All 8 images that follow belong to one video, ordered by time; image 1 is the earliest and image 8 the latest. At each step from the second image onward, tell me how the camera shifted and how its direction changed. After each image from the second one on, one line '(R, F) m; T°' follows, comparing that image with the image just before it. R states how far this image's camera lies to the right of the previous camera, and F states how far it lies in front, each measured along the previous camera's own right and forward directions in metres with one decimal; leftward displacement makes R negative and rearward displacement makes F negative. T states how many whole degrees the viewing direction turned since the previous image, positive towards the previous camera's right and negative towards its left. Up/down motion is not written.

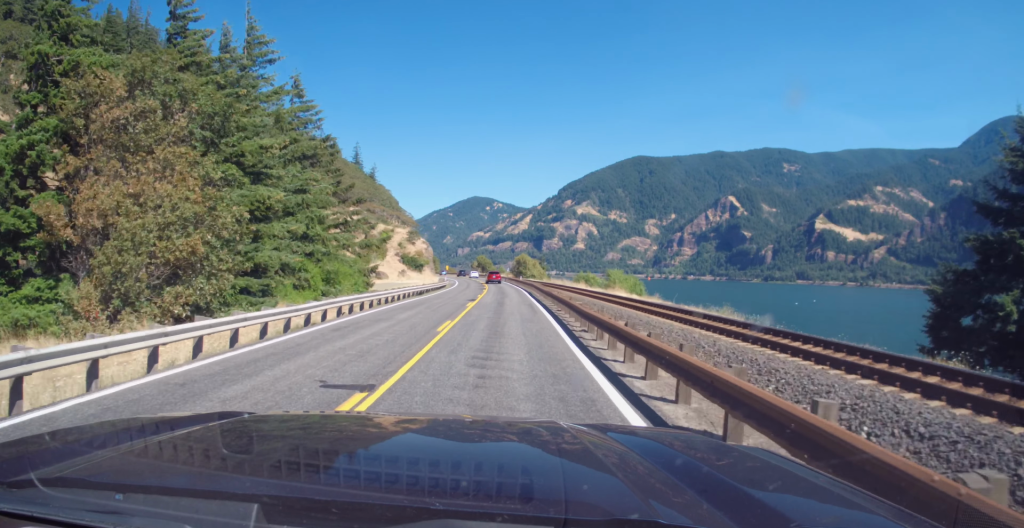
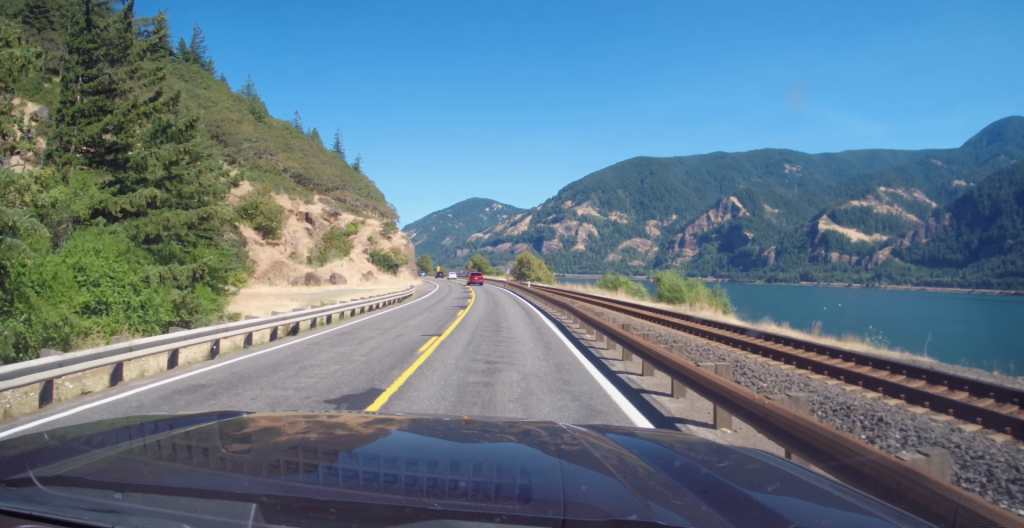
(0.0, +27.5) m; 0°
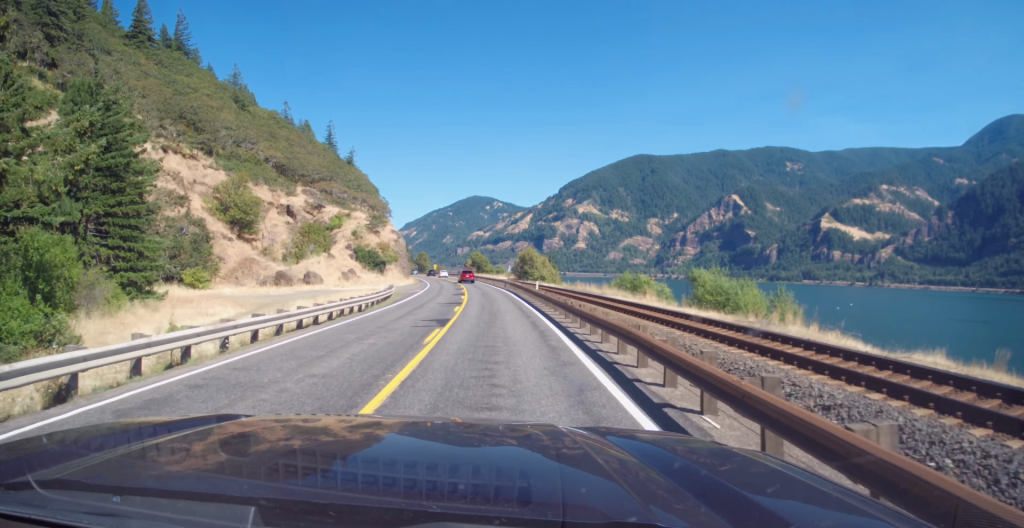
(0.0, +11.3) m; 0°
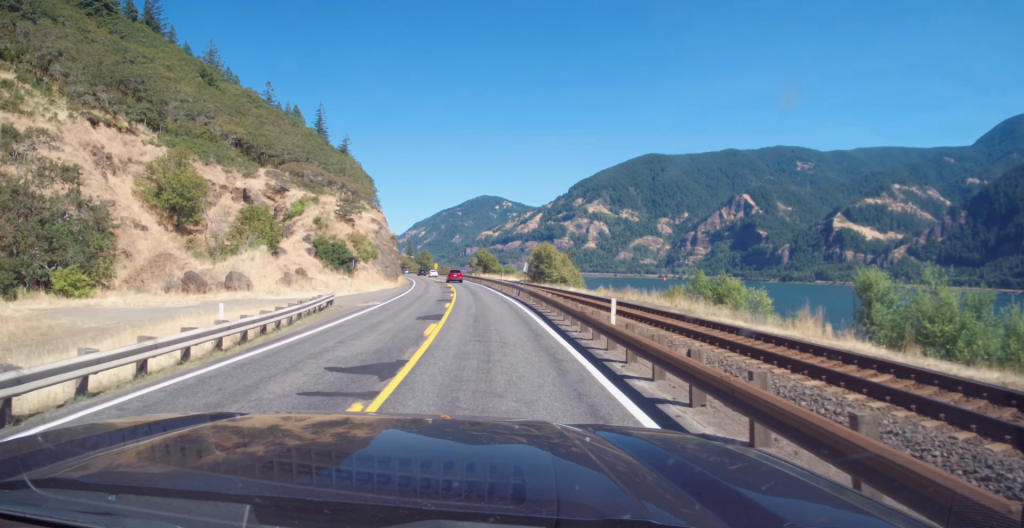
(-0.1, +22.6) m; -1°
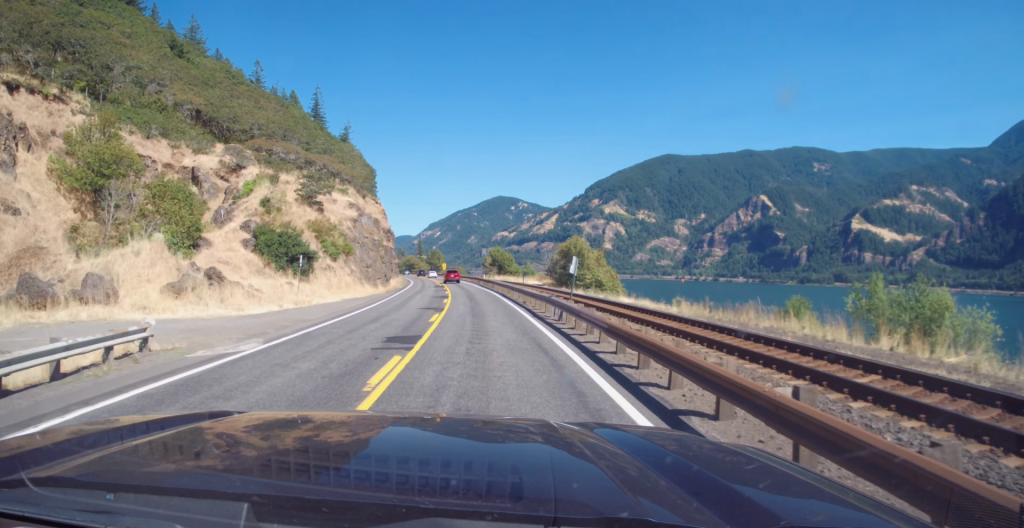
(-0.1, +19.9) m; -2°
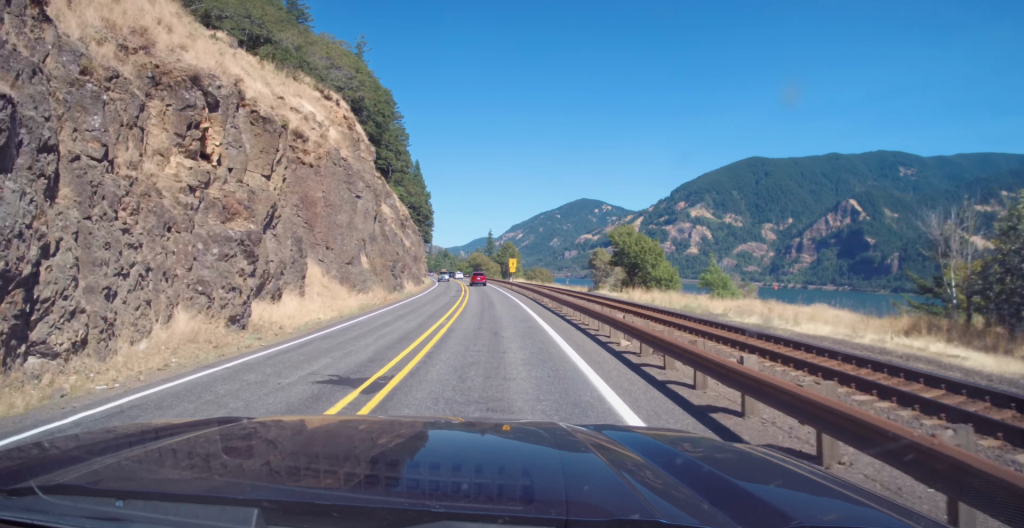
(-5.1, +77.3) m; -6°
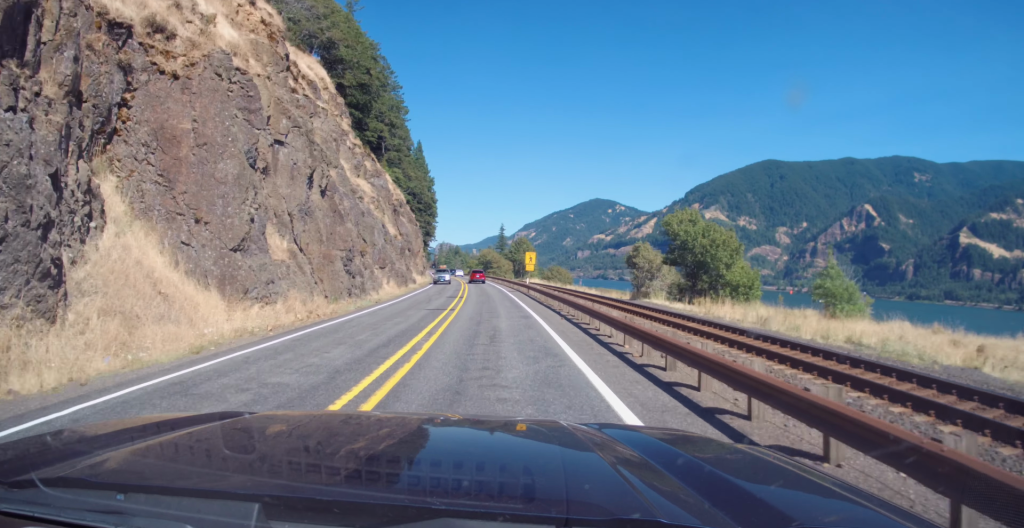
(-0.2, +18.4) m; -2°
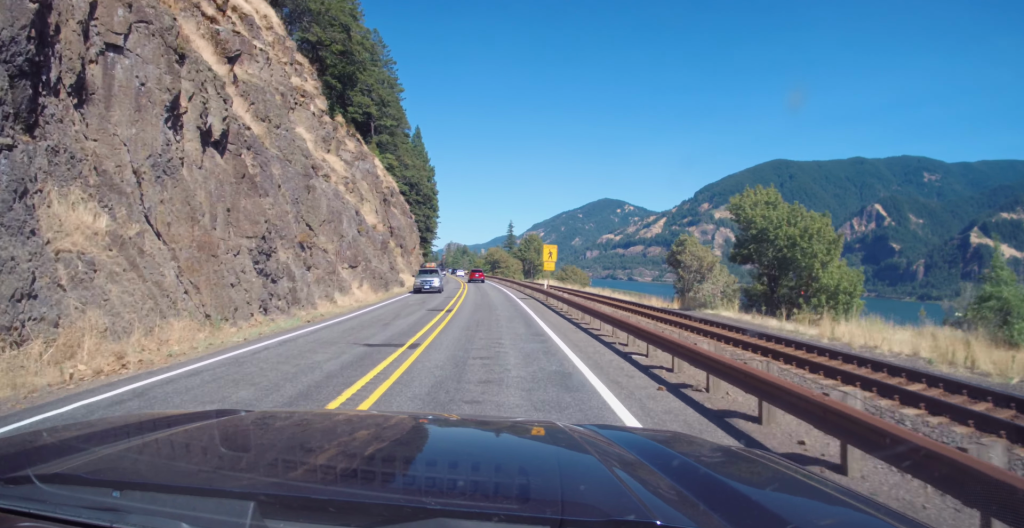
(-0.2, +13.9) m; -1°
